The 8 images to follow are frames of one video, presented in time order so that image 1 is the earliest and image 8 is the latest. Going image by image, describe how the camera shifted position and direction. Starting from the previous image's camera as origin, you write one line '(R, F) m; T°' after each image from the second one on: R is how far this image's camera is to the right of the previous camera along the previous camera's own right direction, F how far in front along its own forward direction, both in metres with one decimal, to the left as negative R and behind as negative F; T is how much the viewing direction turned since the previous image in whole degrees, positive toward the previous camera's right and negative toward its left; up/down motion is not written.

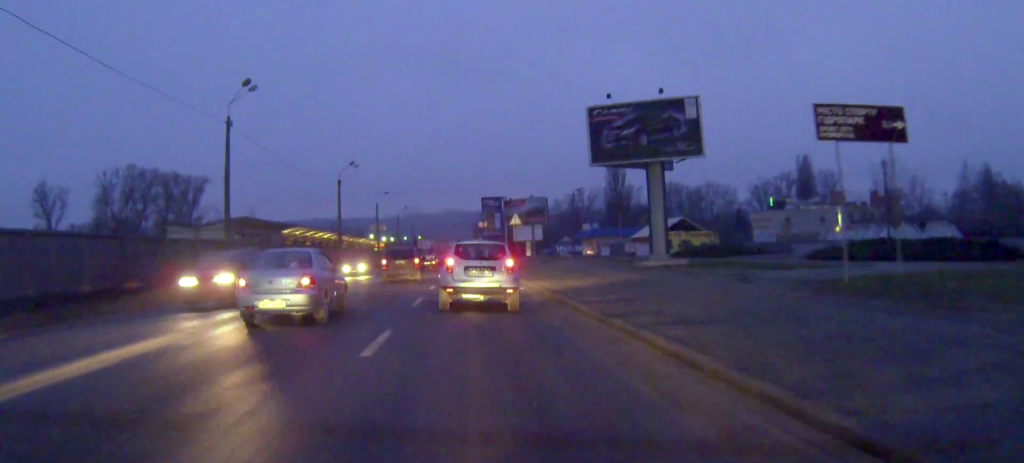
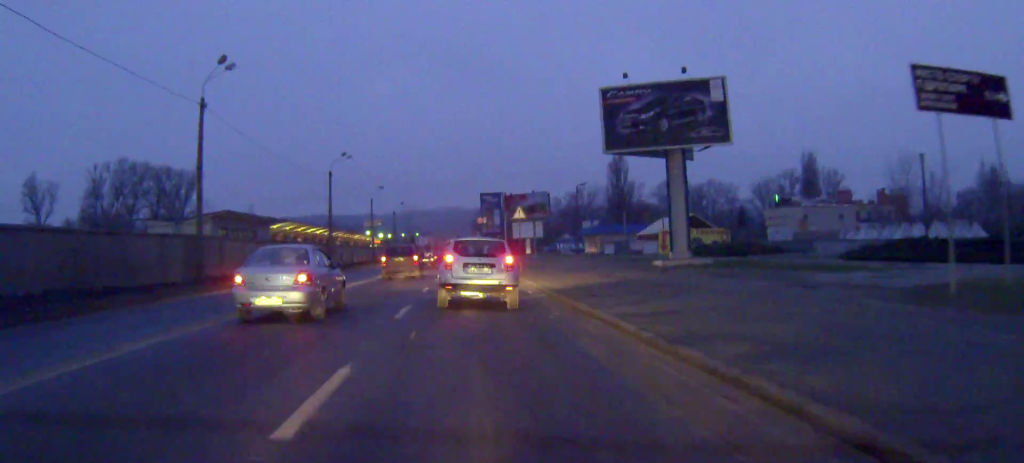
(0.0, +5.3) m; 0°
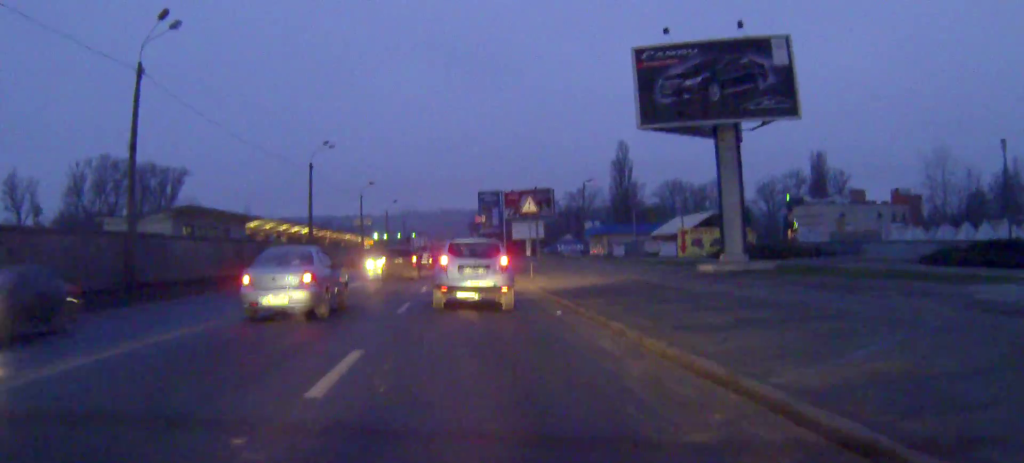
(+0.1, +9.7) m; +1°
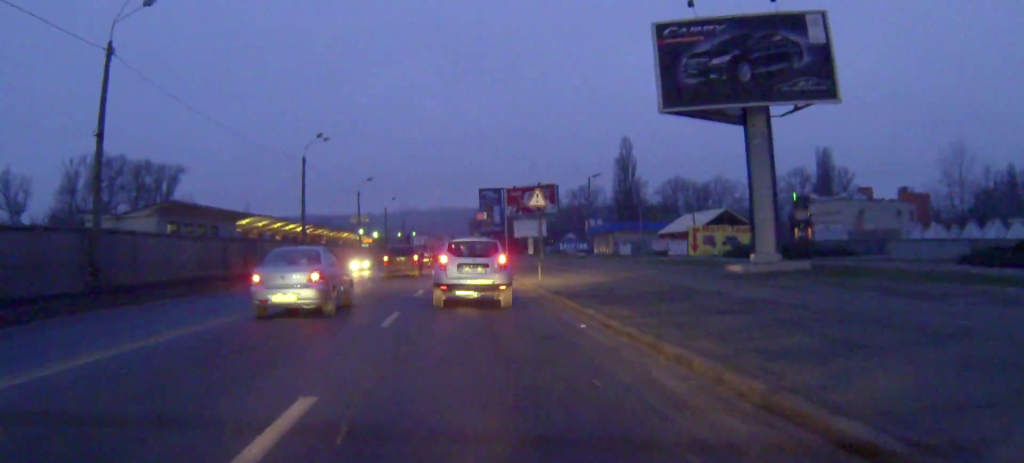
(0.0, +3.9) m; 0°
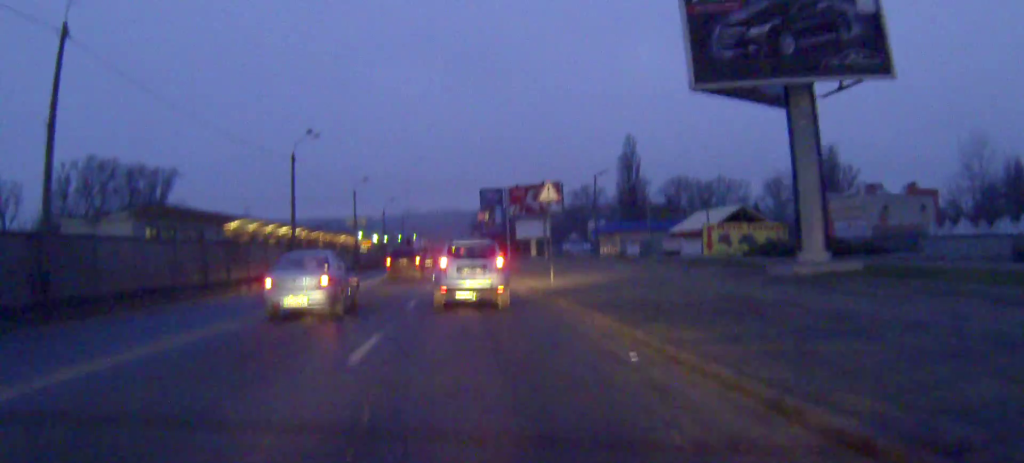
(0.0, +4.4) m; 0°
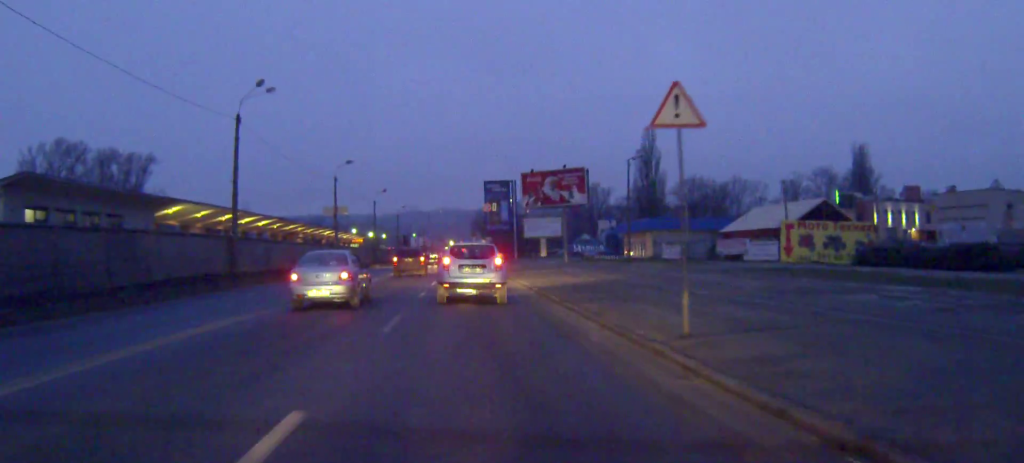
(+0.4, +15.4) m; +4°
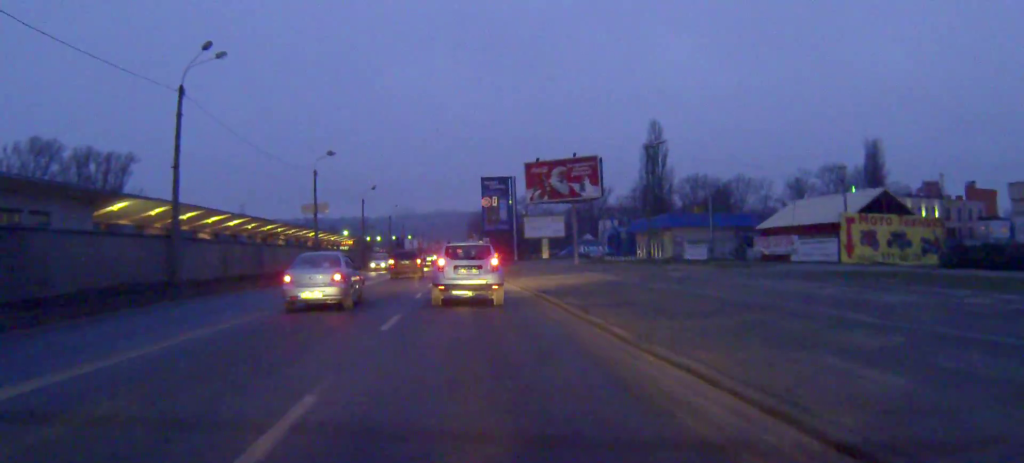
(+0.1, +7.5) m; 0°
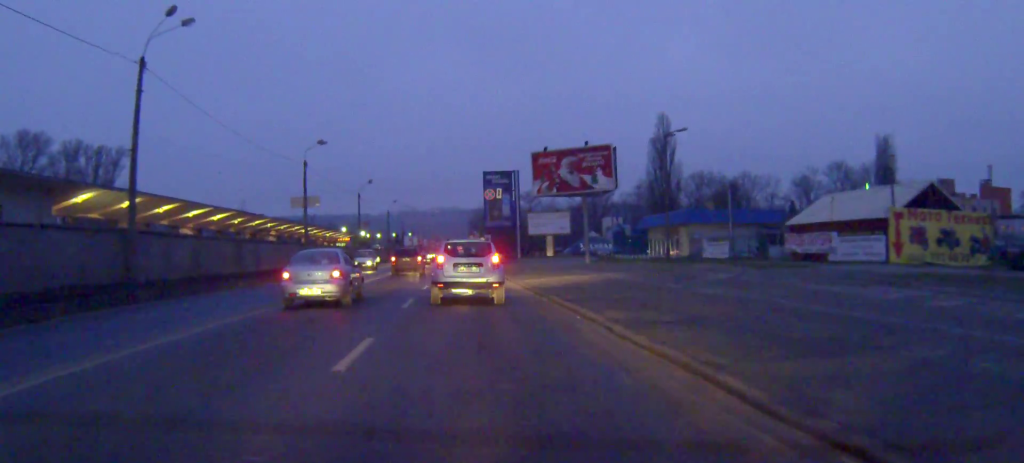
(0.0, +4.5) m; 0°
